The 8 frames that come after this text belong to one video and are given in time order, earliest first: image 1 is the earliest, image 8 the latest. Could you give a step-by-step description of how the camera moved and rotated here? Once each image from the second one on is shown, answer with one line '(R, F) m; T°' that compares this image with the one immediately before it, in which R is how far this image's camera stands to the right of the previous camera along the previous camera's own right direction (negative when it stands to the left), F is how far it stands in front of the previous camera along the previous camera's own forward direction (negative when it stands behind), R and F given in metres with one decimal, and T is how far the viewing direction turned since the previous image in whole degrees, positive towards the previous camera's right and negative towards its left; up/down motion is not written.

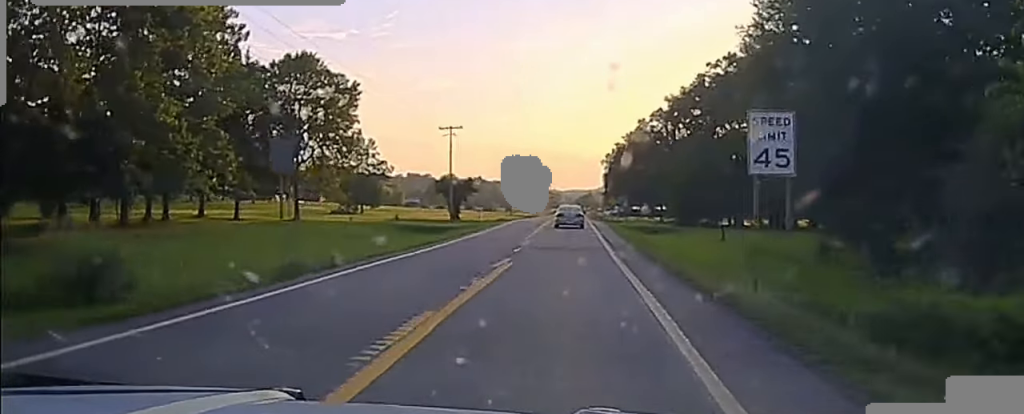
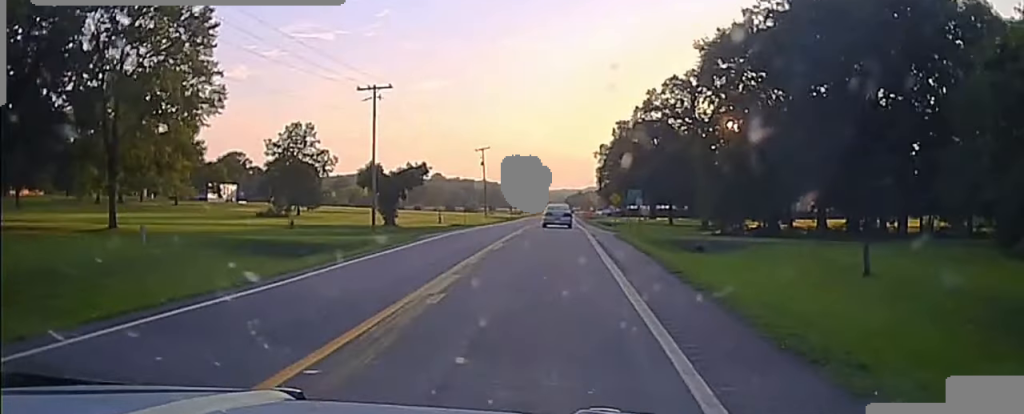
(+0.2, +31.7) m; +1°
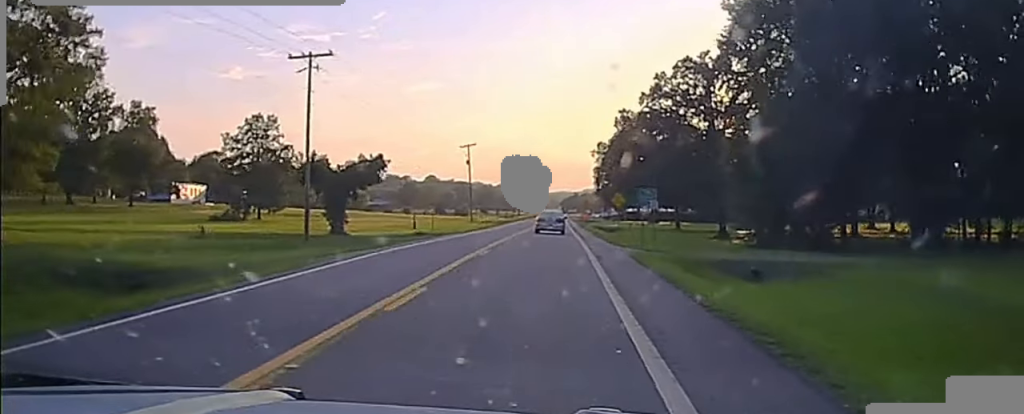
(0.0, +14.3) m; 0°
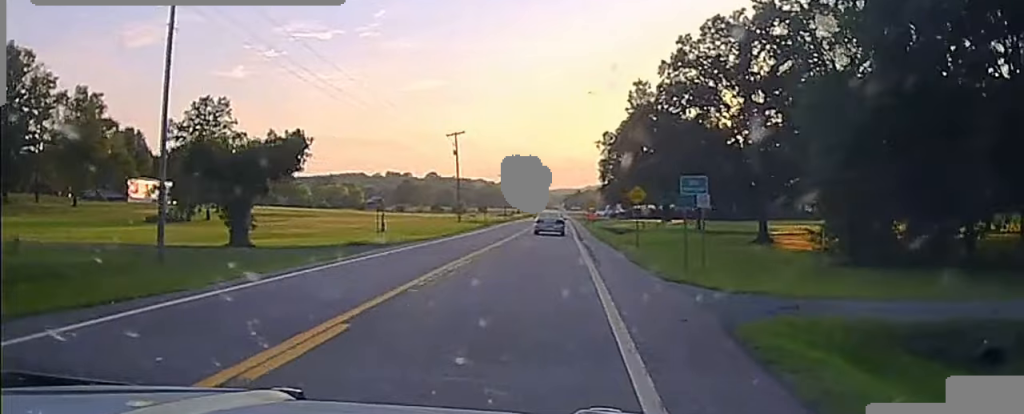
(0.0, +17.1) m; 0°
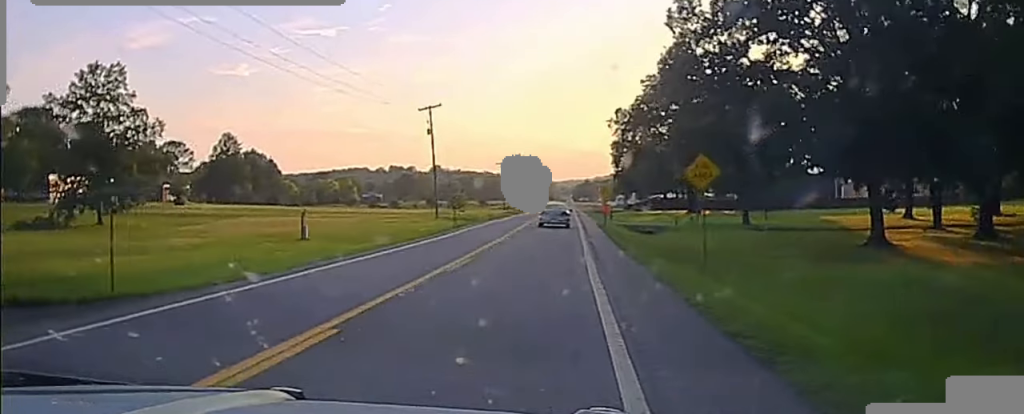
(0.0, +25.5) m; 0°
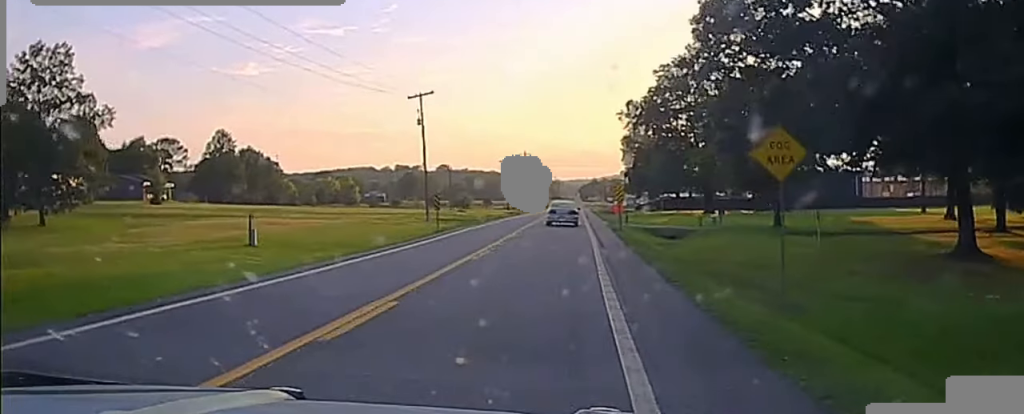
(0.0, +10.6) m; 0°
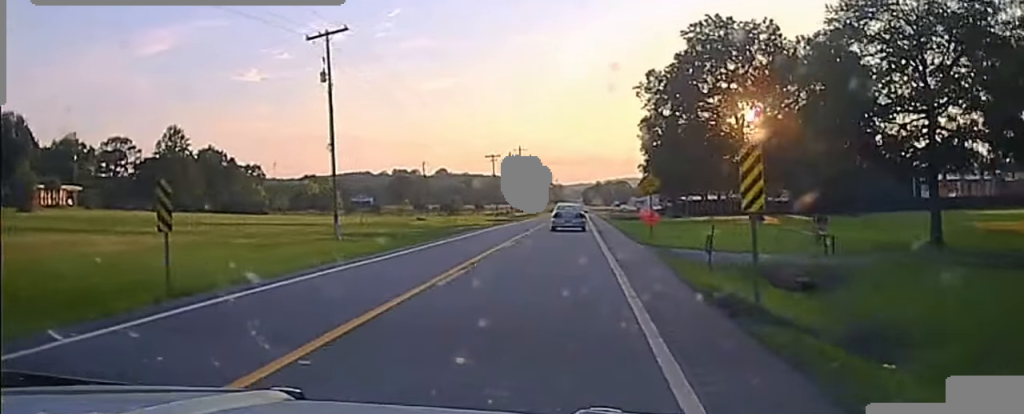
(0.0, +32.4) m; 0°
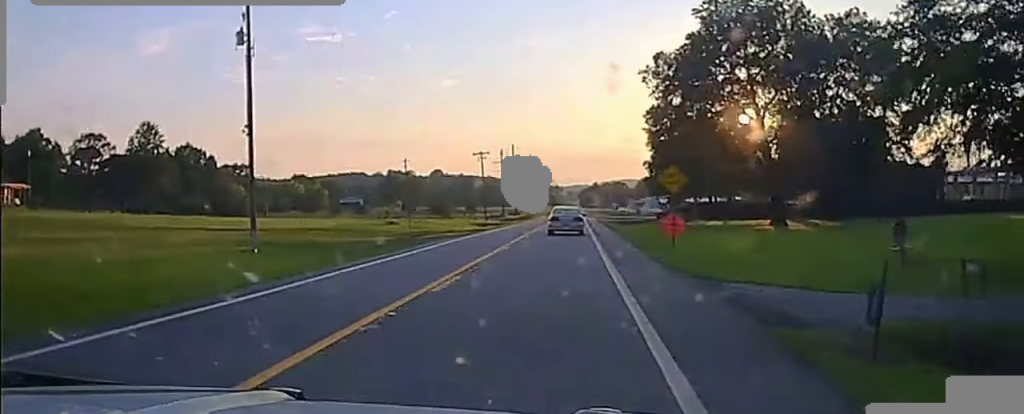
(0.0, +11.9) m; 0°
